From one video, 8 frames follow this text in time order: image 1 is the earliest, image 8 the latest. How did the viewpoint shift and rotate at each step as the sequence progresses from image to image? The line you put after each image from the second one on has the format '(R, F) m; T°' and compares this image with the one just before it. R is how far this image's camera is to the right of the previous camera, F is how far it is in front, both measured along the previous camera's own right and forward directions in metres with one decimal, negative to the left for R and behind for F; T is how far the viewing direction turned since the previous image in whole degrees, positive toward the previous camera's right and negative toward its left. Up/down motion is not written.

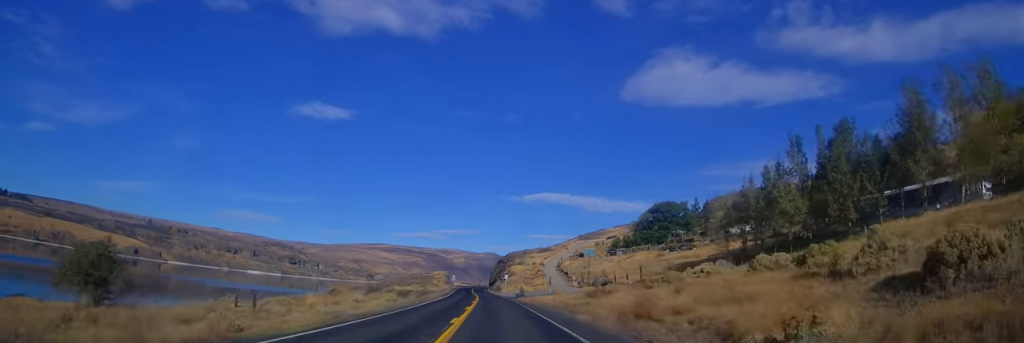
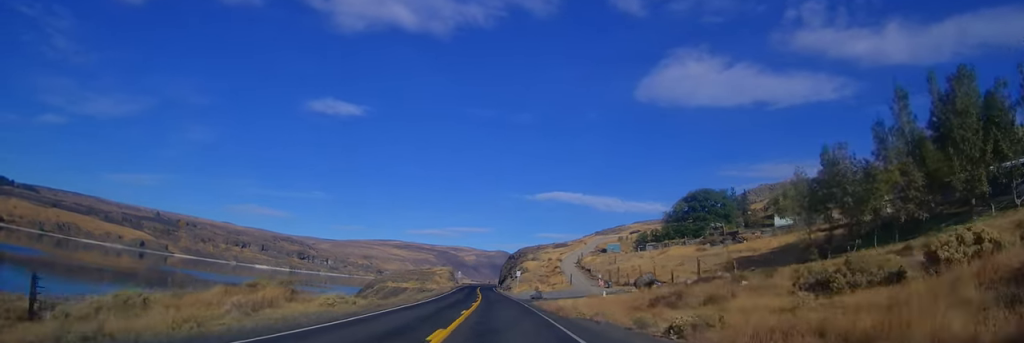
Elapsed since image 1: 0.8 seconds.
(-0.3, +18.7) m; -2°
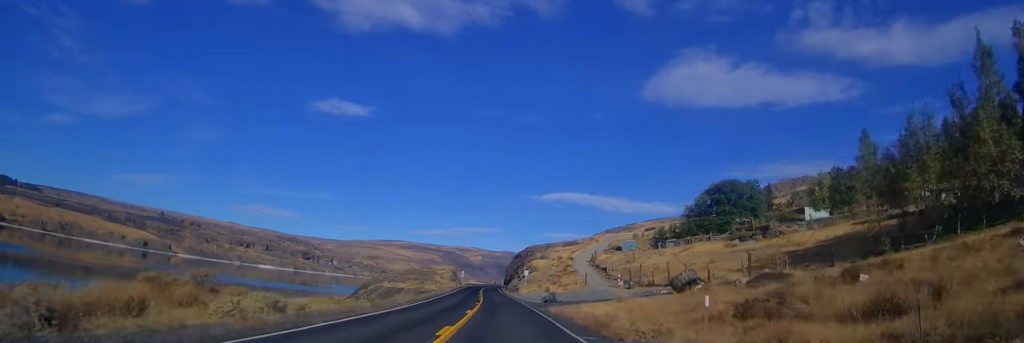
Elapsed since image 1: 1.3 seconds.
(+0.1, +10.5) m; -1°
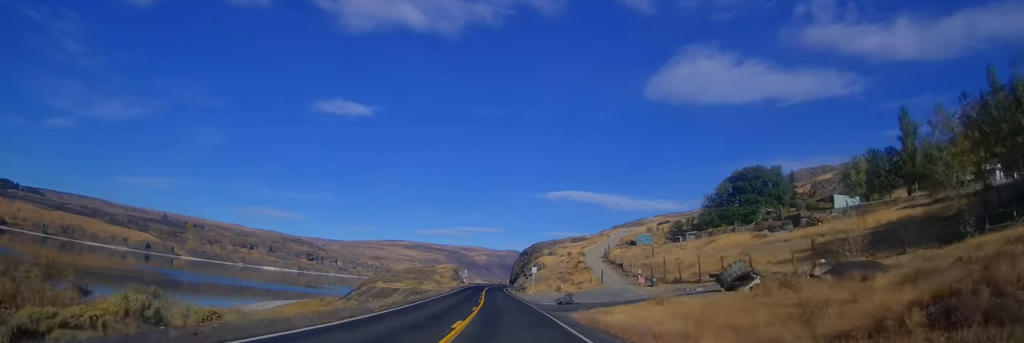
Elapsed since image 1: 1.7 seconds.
(-0.1, +9.1) m; -1°
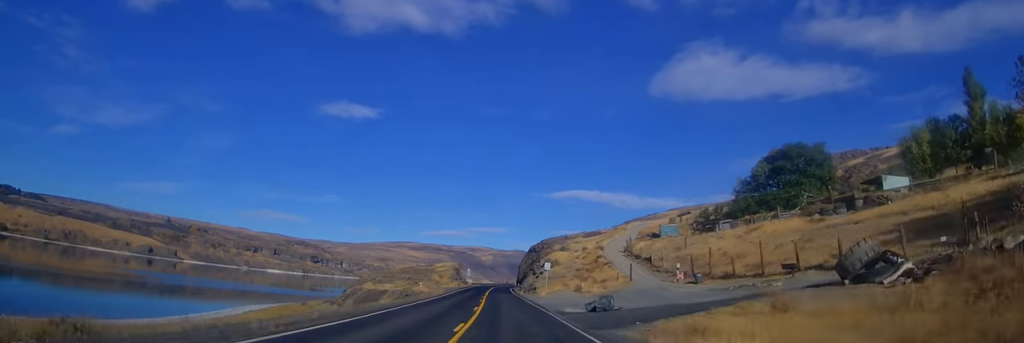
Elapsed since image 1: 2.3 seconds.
(-0.4, +13.2) m; -1°
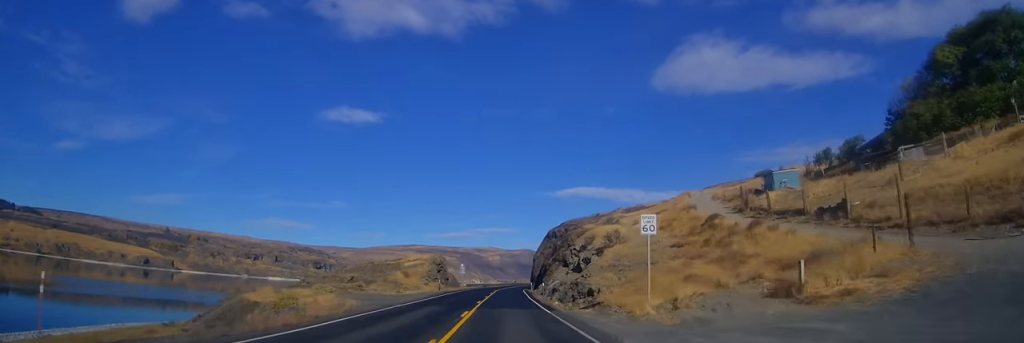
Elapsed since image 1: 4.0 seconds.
(-1.1, +42.6) m; -3°
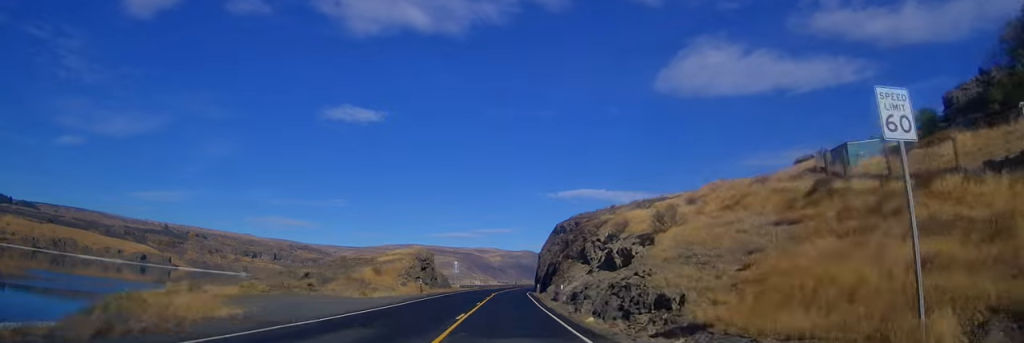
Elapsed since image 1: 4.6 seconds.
(-0.5, +14.3) m; 0°
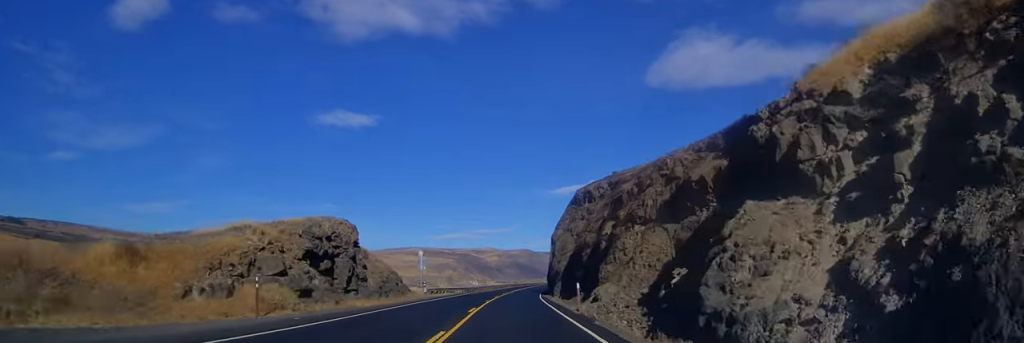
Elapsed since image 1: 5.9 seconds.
(+0.7, +33.0) m; +1°
